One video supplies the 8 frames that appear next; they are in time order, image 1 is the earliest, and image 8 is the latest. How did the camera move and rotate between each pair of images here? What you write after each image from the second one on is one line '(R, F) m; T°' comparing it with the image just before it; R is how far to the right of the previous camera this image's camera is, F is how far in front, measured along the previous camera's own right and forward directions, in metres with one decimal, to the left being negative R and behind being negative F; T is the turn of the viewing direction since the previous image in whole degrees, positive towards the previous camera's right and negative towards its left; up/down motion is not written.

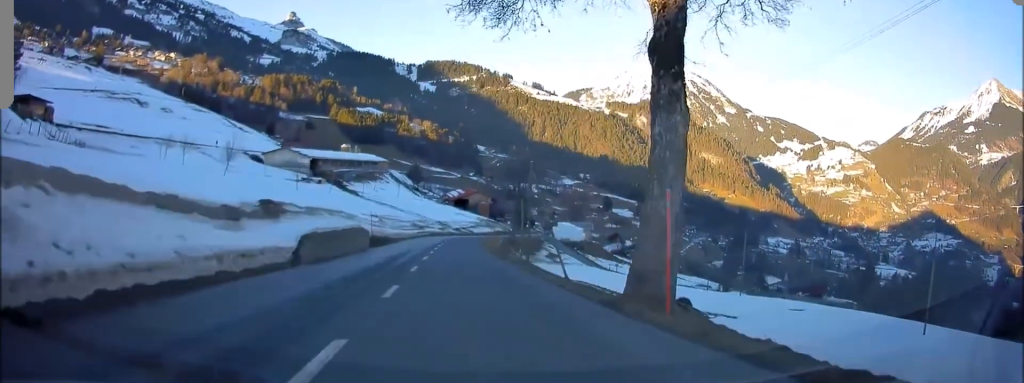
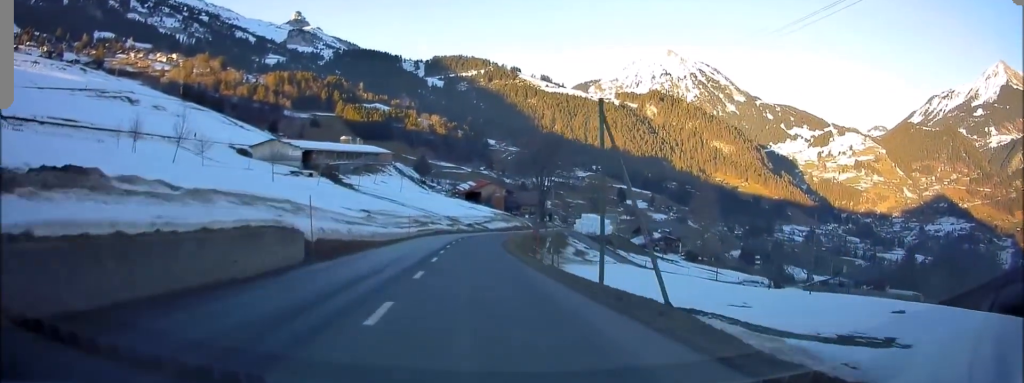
(-0.4, +14.6) m; -3°
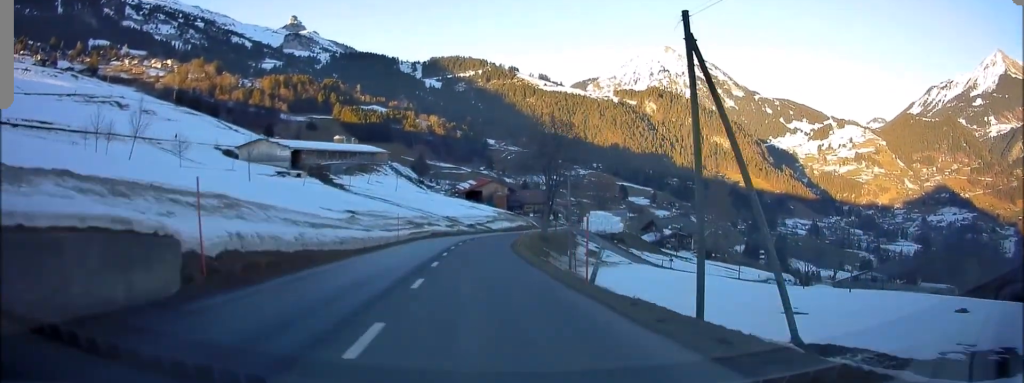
(-0.2, +8.2) m; 0°
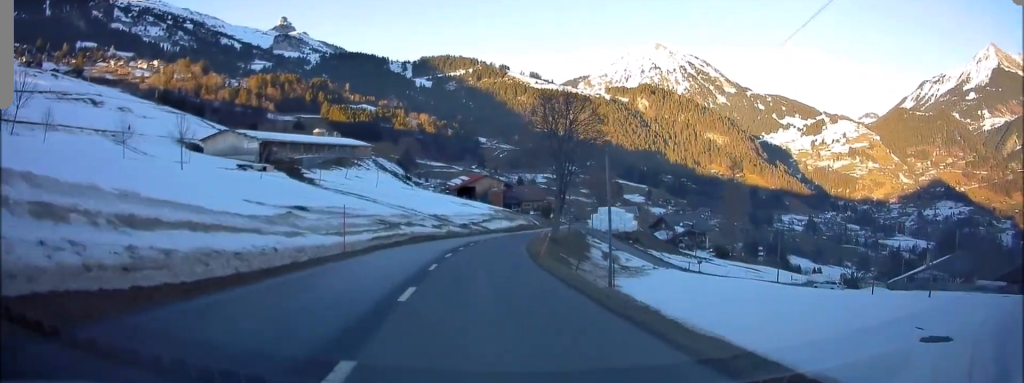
(-0.1, +13.6) m; 0°
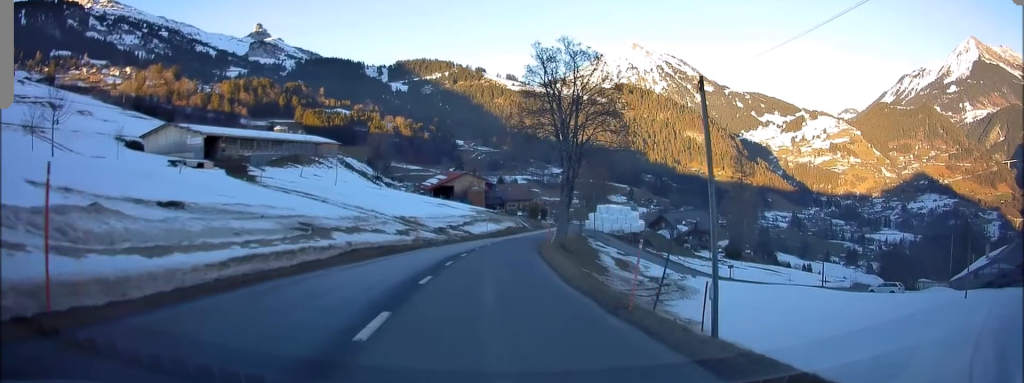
(+0.1, +15.2) m; +1°
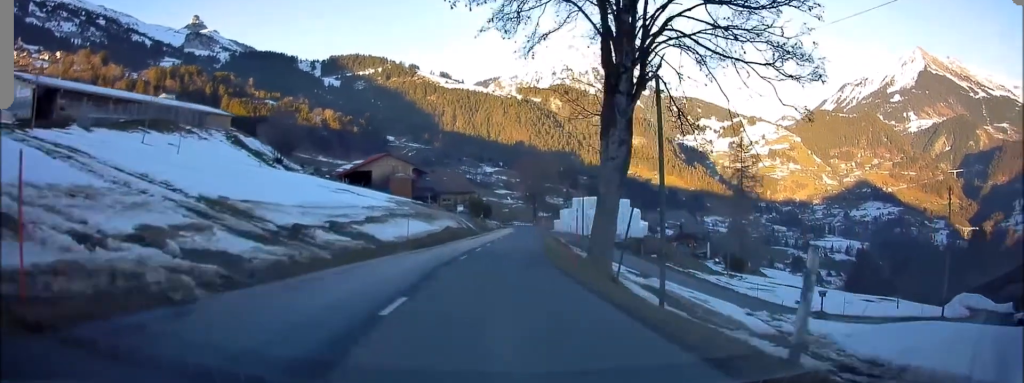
(+0.9, +29.1) m; +5°
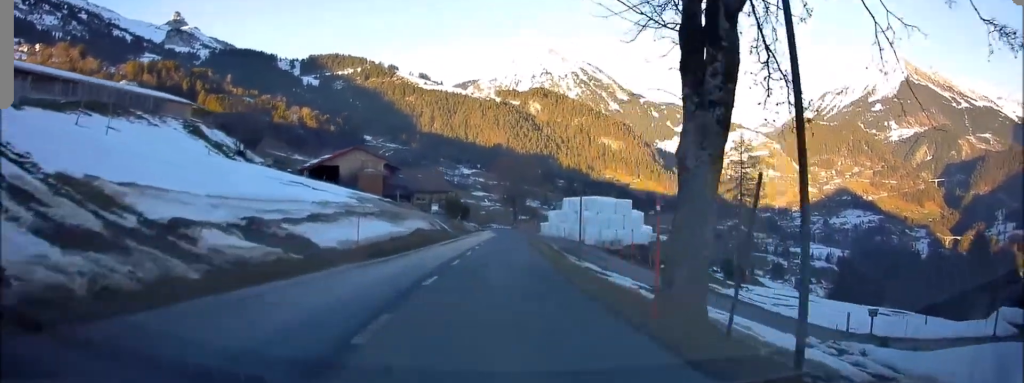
(-0.1, +7.8) m; +2°
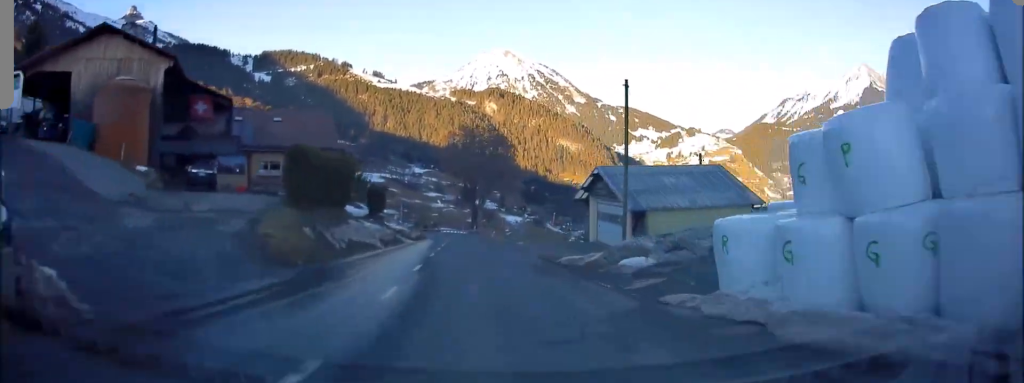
(+4.9, +51.0) m; +9°
